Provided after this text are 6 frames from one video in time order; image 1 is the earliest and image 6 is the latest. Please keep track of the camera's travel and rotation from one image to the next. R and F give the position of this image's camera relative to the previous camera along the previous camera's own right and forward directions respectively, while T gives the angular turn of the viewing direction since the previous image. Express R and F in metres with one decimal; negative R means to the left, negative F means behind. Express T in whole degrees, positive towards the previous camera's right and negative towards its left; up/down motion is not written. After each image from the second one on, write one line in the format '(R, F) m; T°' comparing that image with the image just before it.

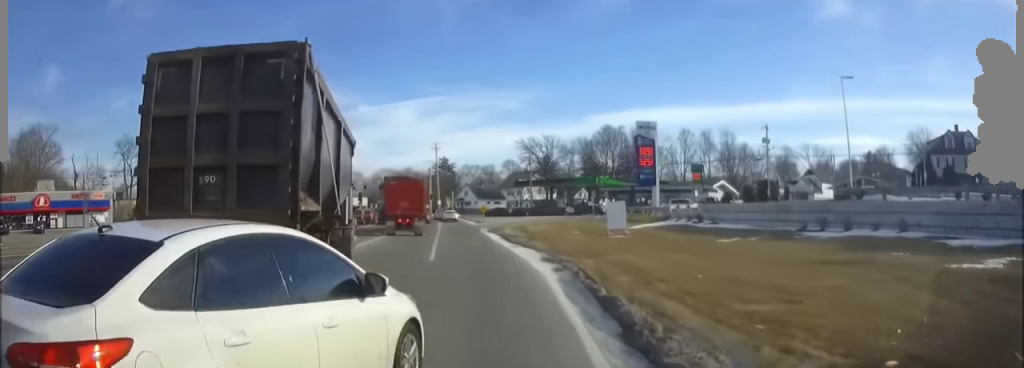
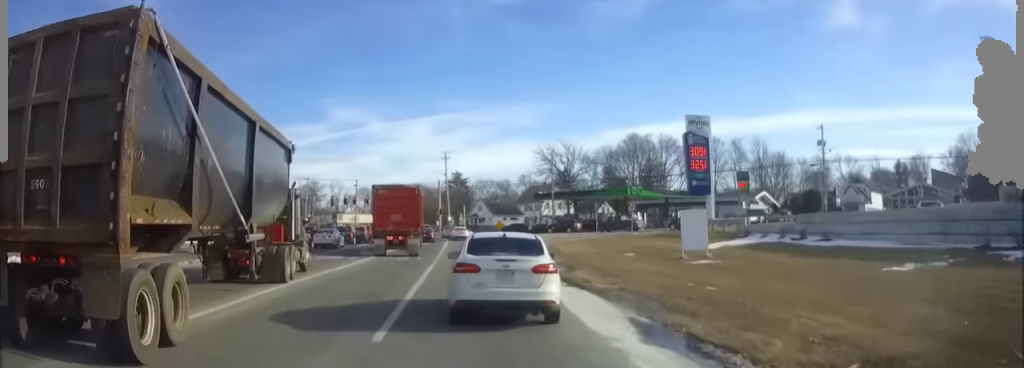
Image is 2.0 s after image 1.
(+0.1, +14.8) m; +1°
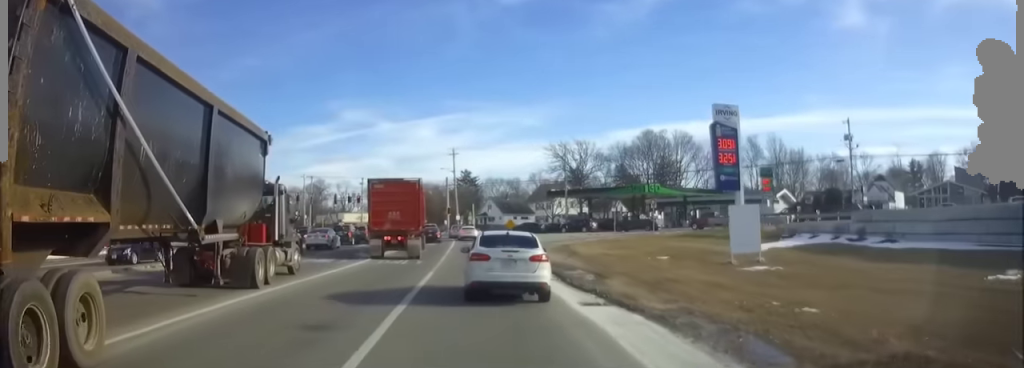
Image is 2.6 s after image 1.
(0.0, +4.4) m; 0°
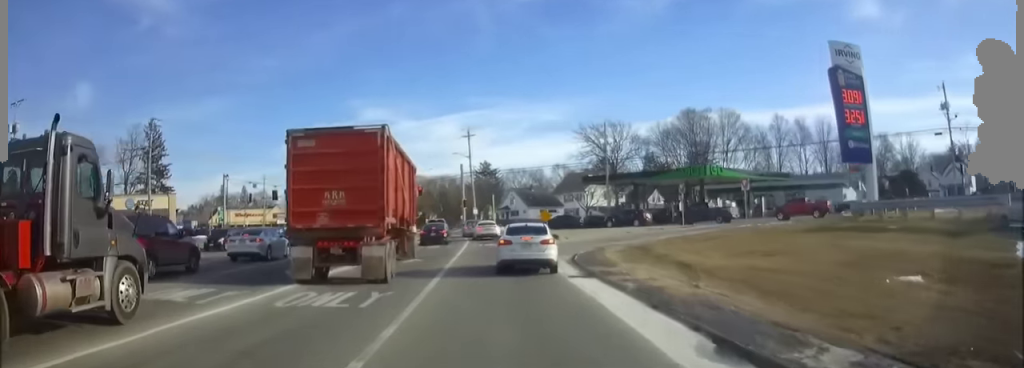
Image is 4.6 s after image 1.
(0.0, +13.2) m; 0°
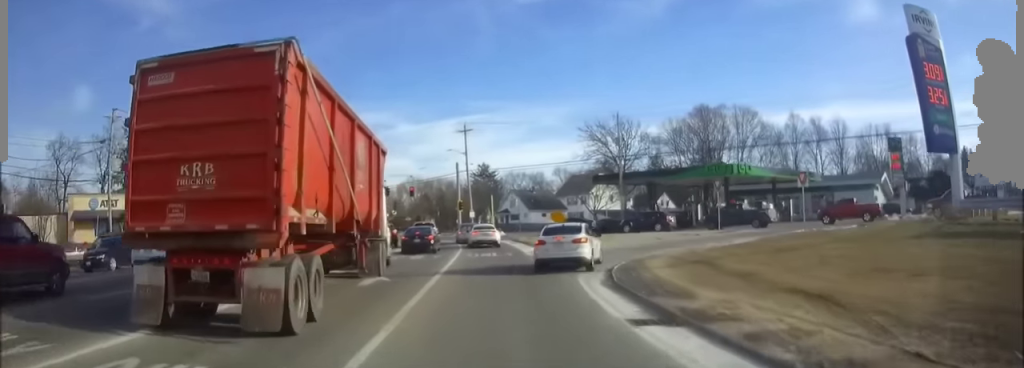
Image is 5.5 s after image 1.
(0.0, +5.7) m; 0°
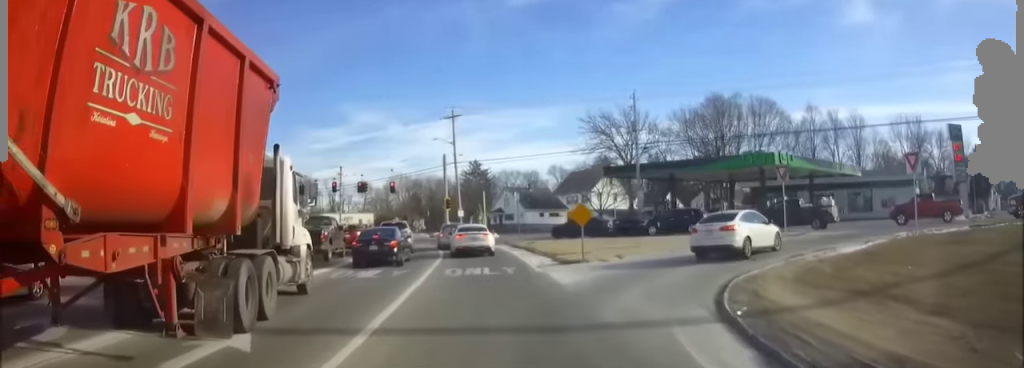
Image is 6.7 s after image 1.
(0.0, +7.6) m; 0°
